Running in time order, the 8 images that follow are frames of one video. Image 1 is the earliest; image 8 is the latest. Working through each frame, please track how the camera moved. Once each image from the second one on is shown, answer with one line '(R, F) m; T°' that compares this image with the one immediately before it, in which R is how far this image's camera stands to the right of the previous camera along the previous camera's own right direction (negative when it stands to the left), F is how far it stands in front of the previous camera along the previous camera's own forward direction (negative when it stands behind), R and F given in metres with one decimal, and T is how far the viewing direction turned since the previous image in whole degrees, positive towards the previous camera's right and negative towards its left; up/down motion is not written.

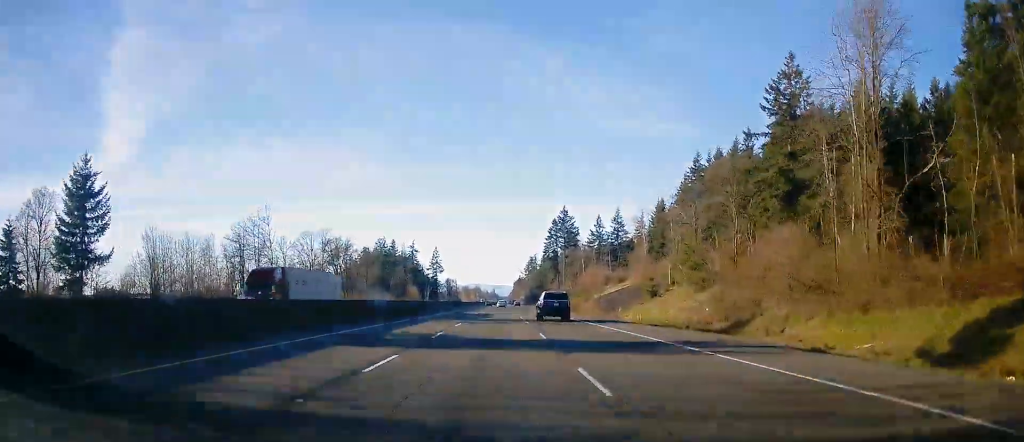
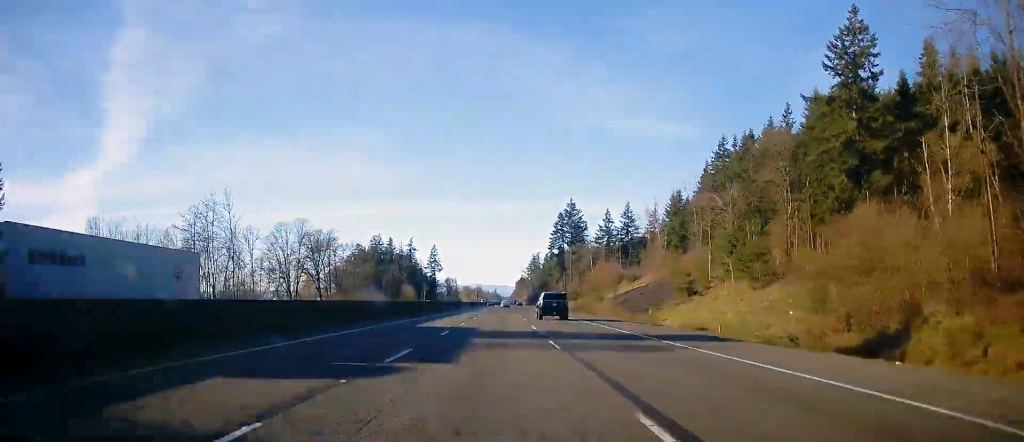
(-0.3, +16.8) m; 0°
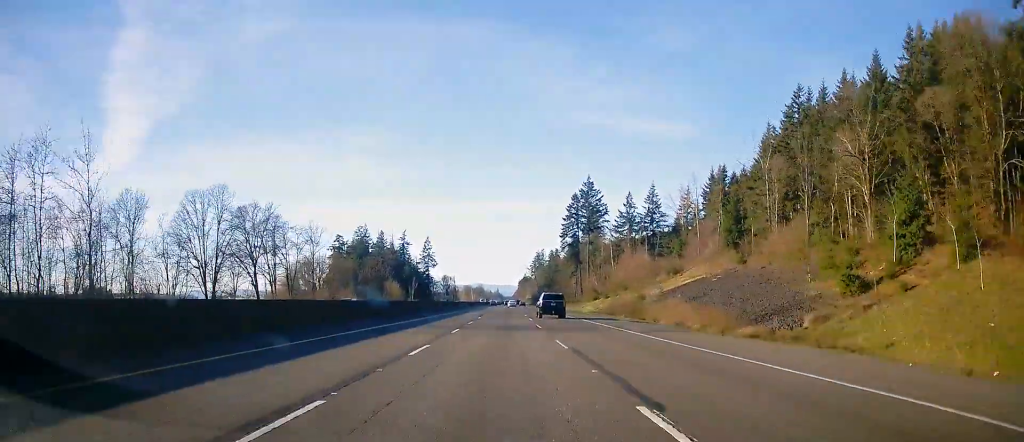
(-0.1, +35.8) m; 0°
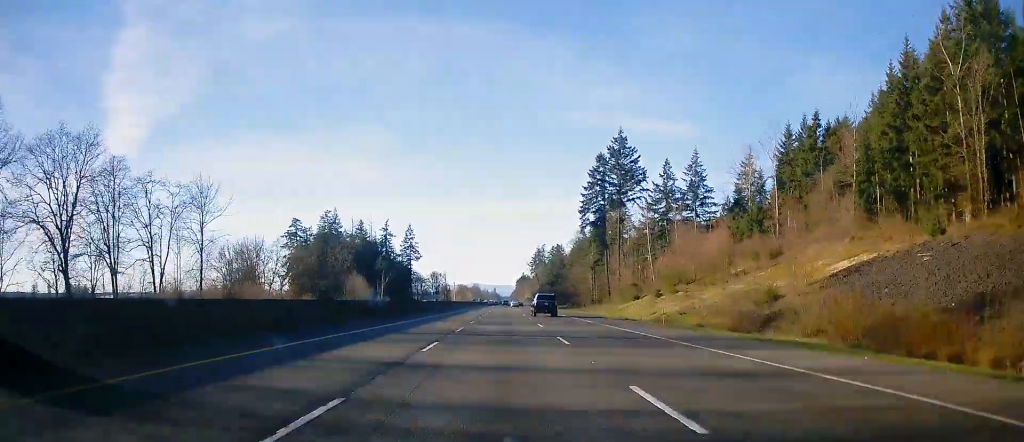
(+0.3, +46.9) m; +1°
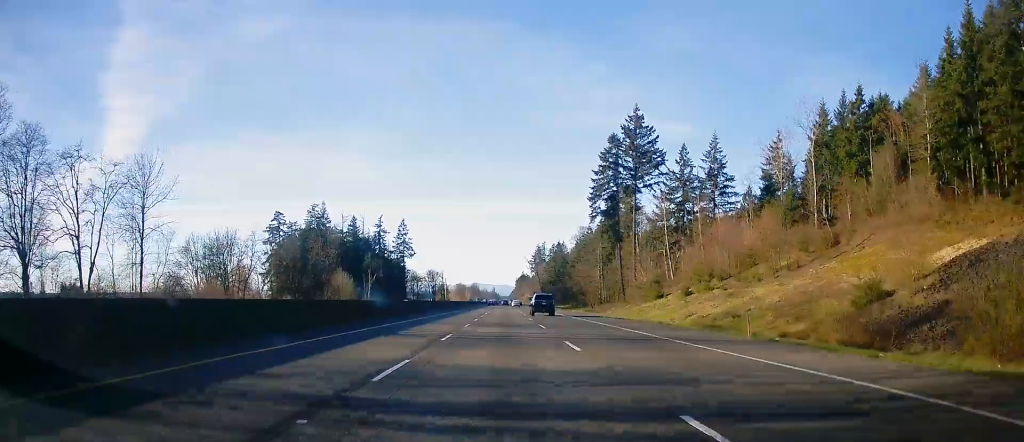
(0.0, +14.6) m; 0°
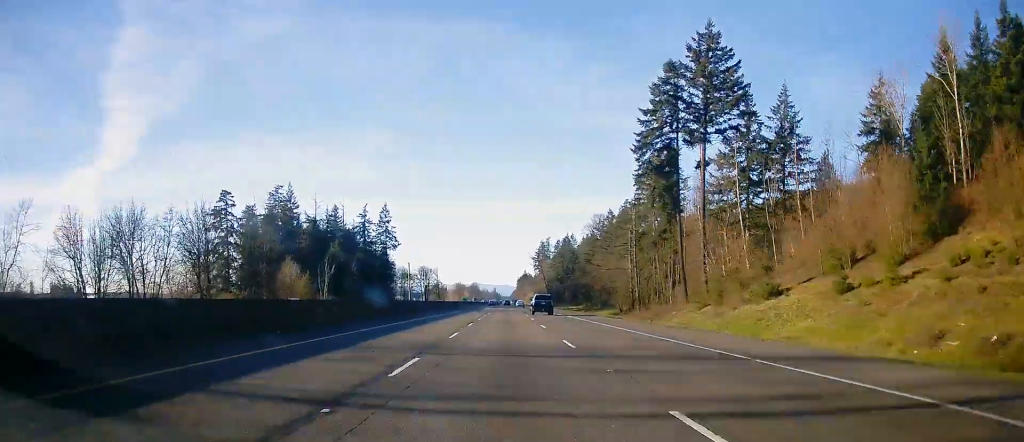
(-0.1, +36.0) m; -1°
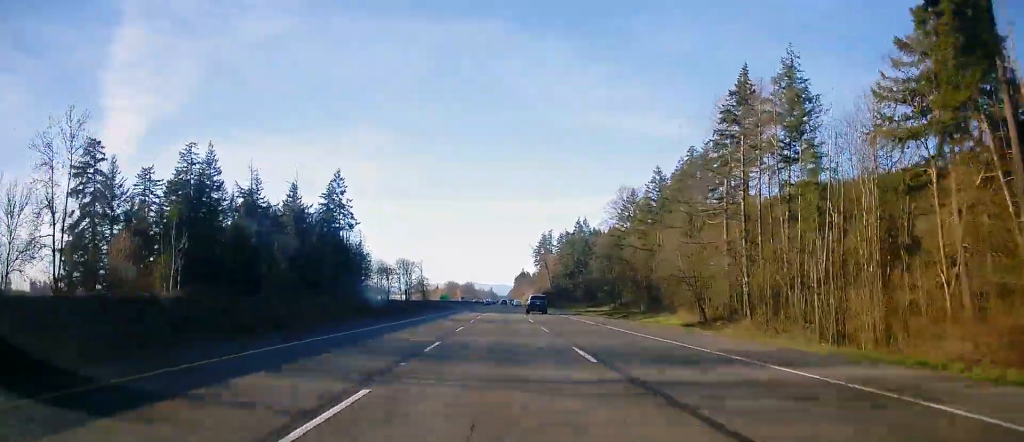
(-0.4, +51.3) m; 0°
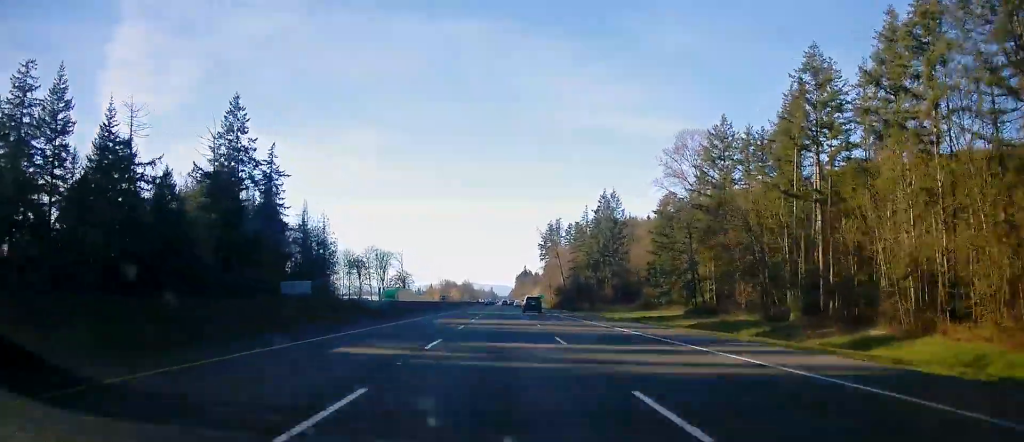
(+0.8, +55.7) m; +1°
